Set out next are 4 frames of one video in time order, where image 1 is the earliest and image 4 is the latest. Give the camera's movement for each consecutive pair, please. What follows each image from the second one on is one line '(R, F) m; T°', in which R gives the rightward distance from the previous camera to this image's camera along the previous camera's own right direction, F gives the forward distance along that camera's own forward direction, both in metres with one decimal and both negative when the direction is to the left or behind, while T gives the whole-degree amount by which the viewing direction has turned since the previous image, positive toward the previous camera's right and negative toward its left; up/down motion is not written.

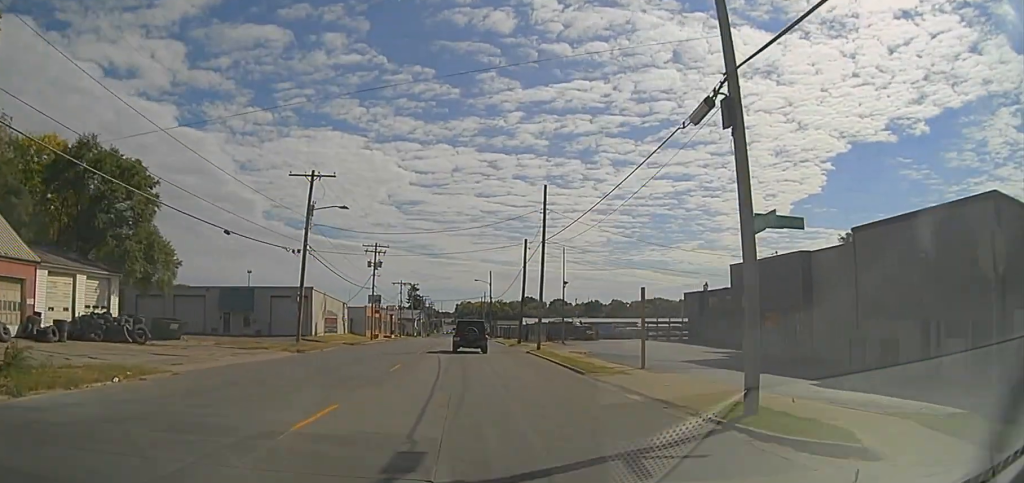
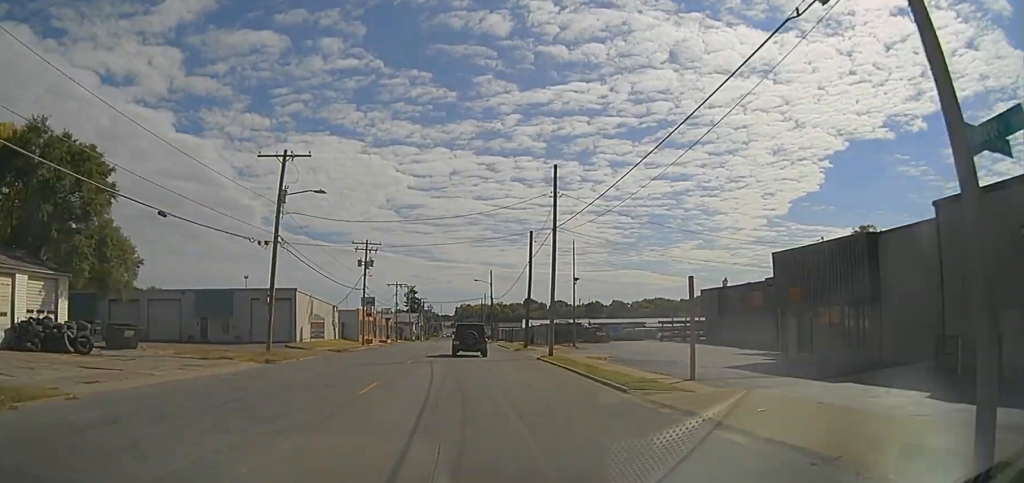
(0.0, +5.7) m; 0°
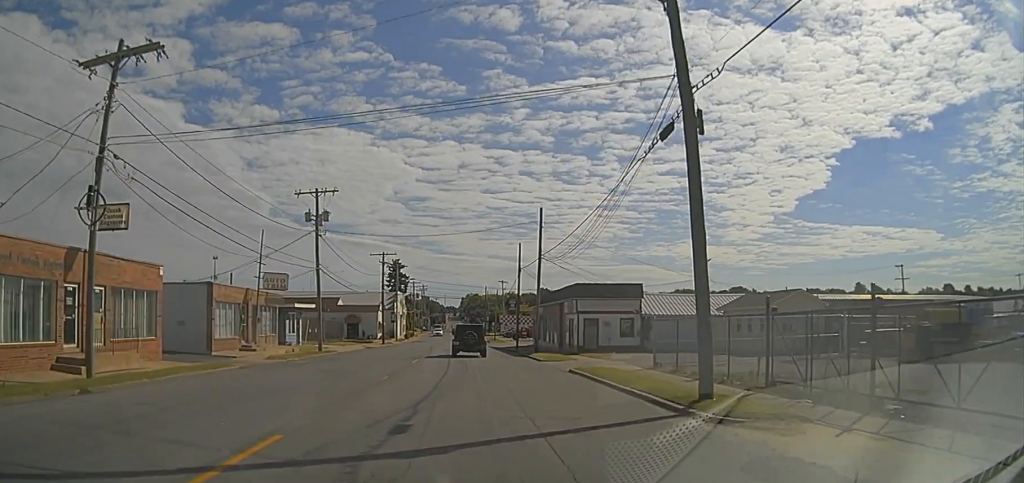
(+0.3, +83.2) m; +1°
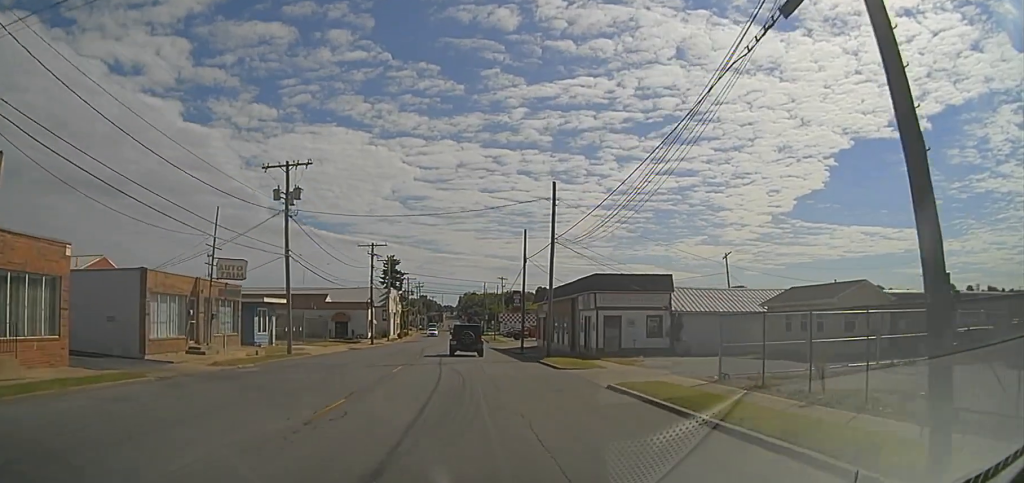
(-0.1, +7.1) m; -1°
